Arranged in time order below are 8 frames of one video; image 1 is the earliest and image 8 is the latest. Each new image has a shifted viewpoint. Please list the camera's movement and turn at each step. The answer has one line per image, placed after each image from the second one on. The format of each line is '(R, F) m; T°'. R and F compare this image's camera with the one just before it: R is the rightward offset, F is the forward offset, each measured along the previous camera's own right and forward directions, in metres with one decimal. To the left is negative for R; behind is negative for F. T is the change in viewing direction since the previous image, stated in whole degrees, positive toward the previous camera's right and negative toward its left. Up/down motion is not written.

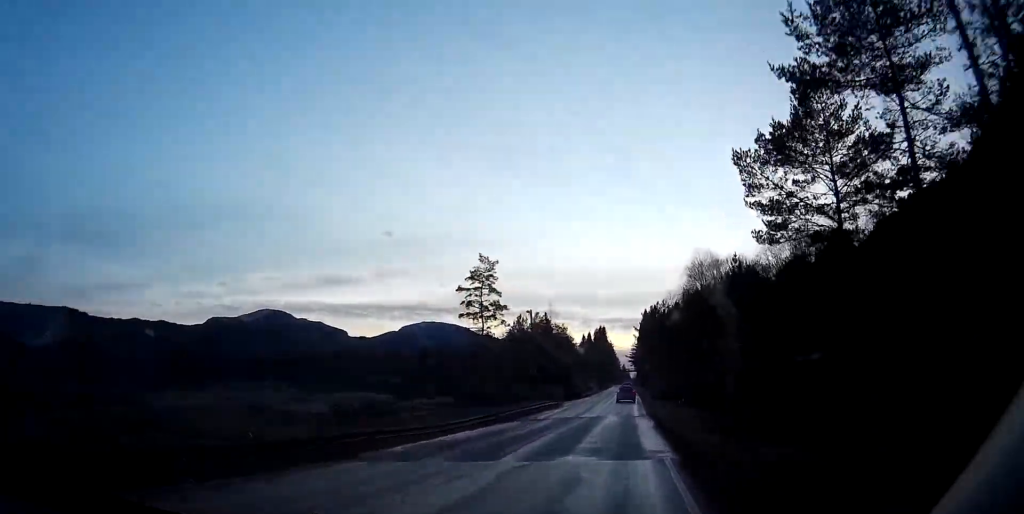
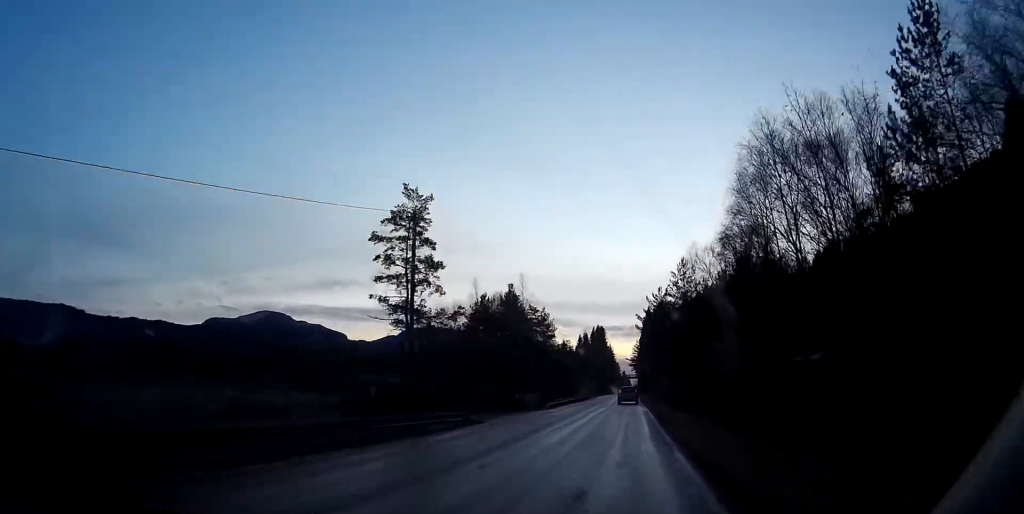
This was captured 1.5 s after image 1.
(-0.4, +34.9) m; -1°
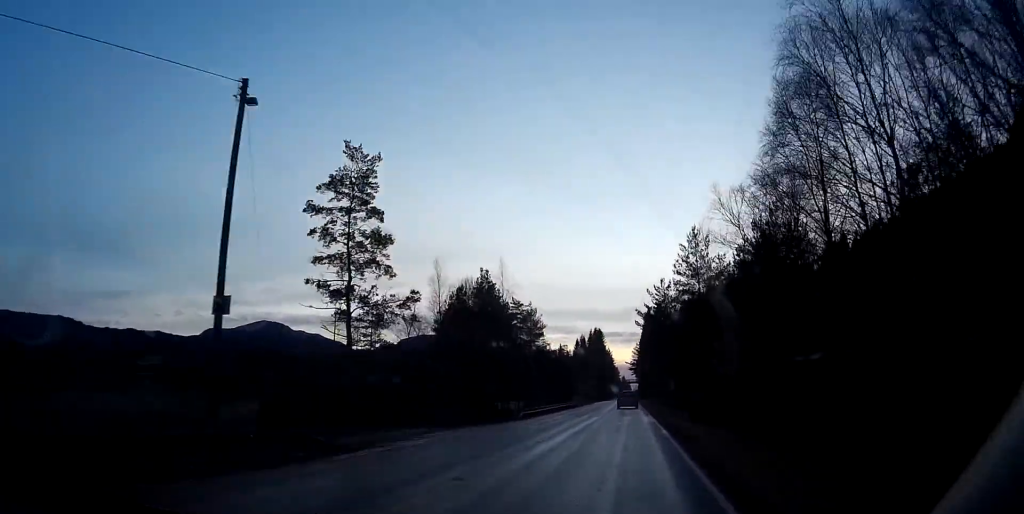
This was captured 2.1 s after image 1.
(0.0, +13.9) m; 0°
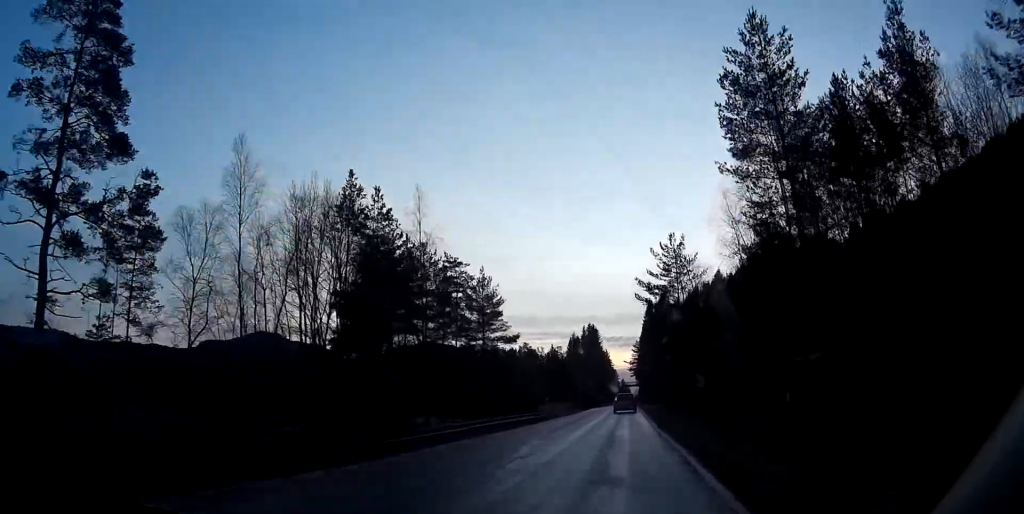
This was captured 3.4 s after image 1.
(0.0, +30.8) m; 0°
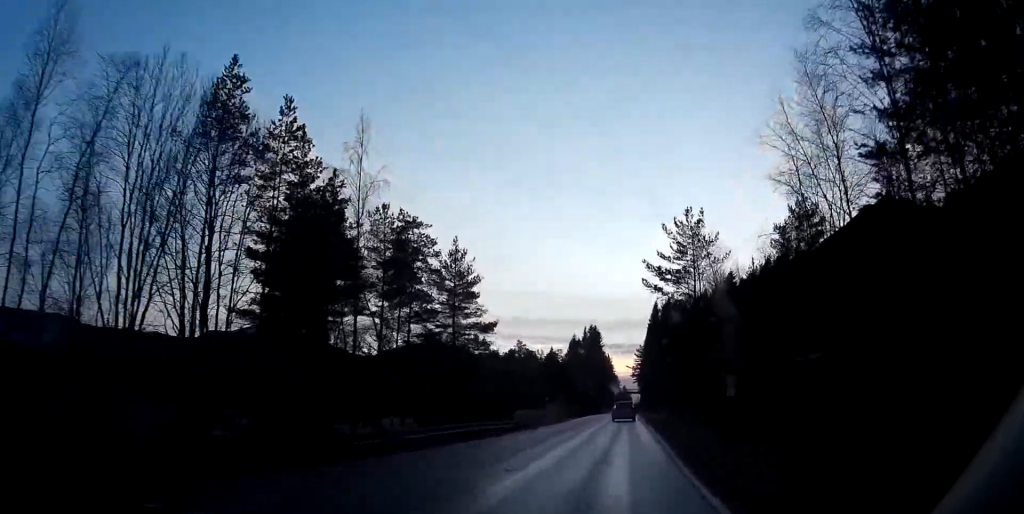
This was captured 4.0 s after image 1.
(+0.1, +12.9) m; 0°
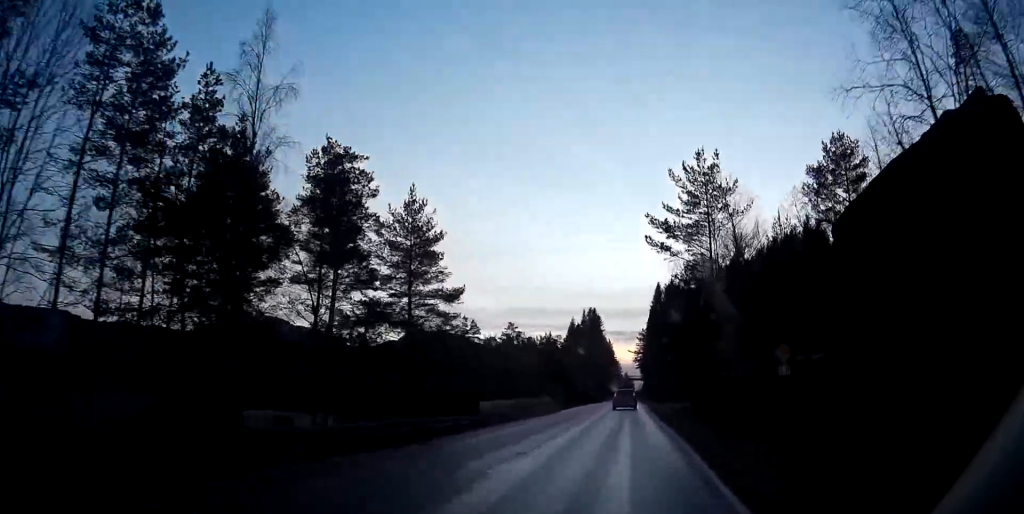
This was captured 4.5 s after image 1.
(0.0, +11.3) m; 0°
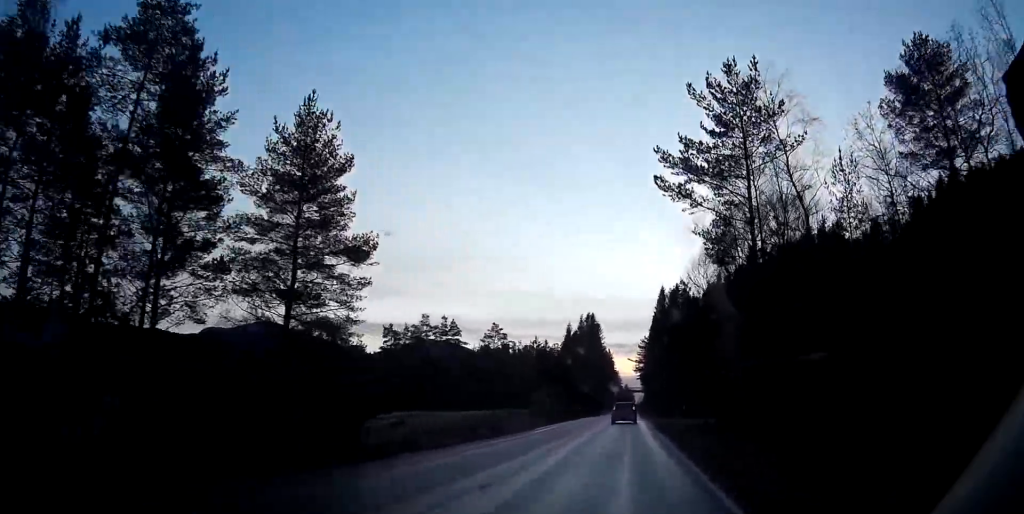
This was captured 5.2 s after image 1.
(+0.1, +15.4) m; 0°
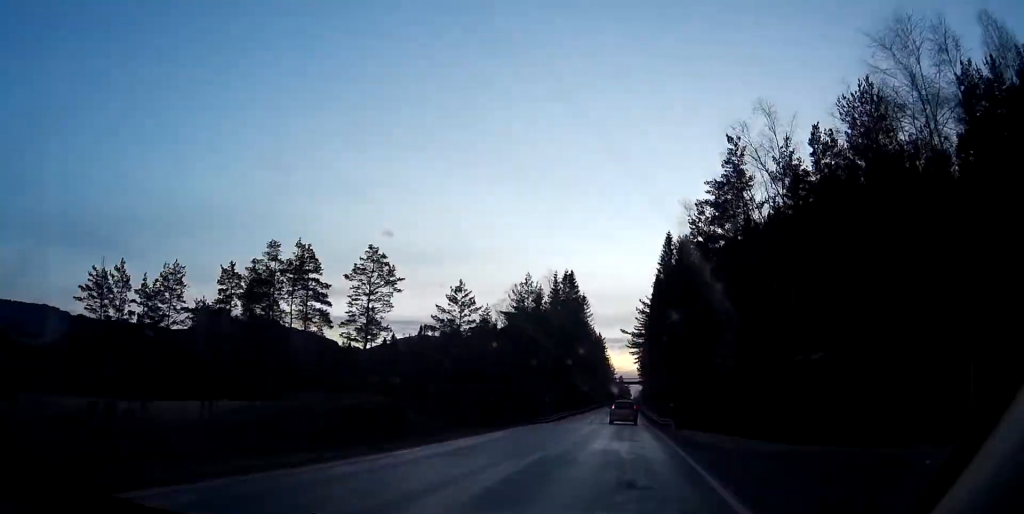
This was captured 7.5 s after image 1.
(+0.1, +51.1) m; 0°
